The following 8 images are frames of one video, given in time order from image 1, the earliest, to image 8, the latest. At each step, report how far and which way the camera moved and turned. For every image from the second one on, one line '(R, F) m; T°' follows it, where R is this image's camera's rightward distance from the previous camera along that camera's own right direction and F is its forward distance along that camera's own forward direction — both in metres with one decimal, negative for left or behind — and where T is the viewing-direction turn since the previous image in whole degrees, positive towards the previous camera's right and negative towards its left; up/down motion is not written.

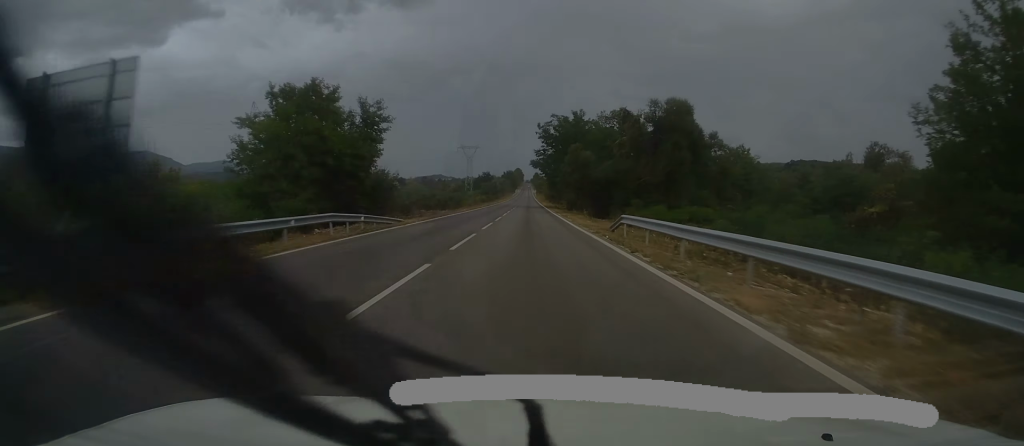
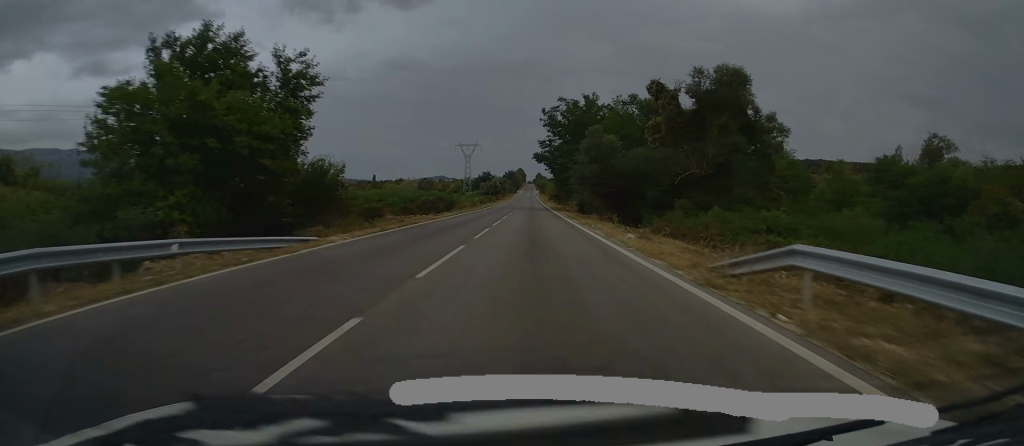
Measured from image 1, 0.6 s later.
(0.0, +13.8) m; 0°
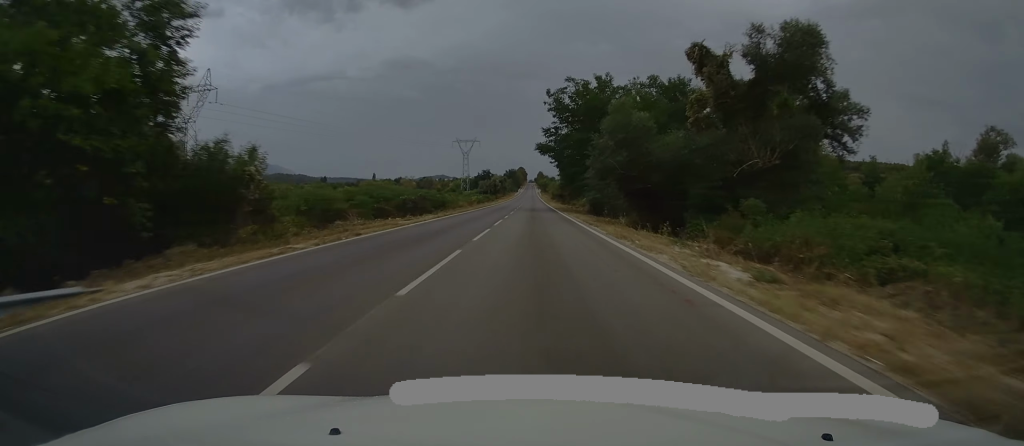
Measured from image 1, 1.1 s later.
(0.0, +10.8) m; 0°
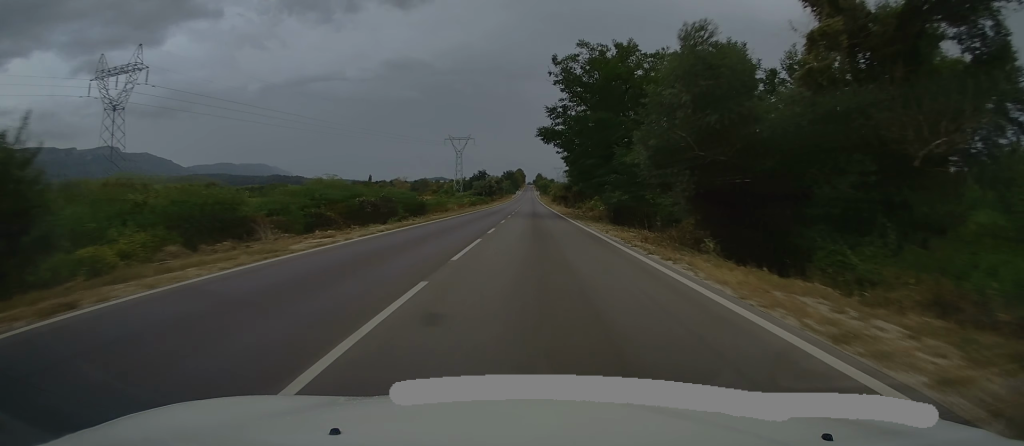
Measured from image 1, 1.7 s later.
(0.0, +13.9) m; 0°
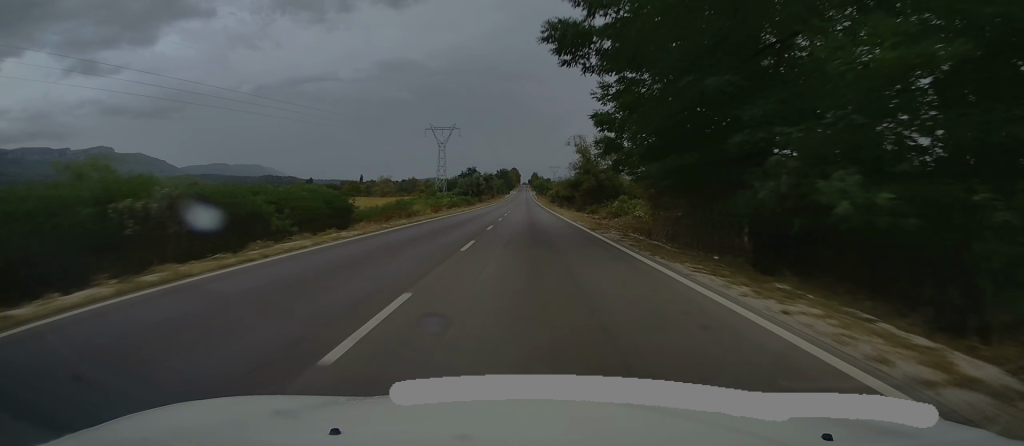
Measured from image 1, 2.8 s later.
(0.0, +25.6) m; 0°
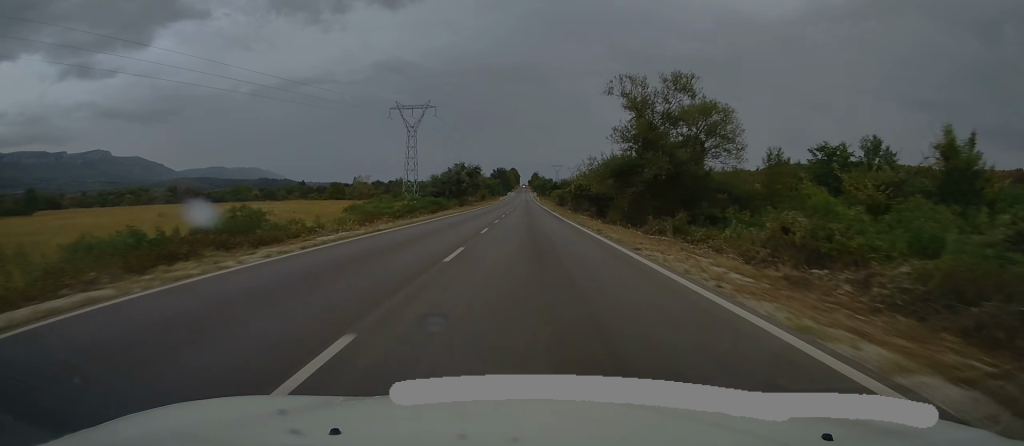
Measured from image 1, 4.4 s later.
(+0.2, +38.4) m; 0°
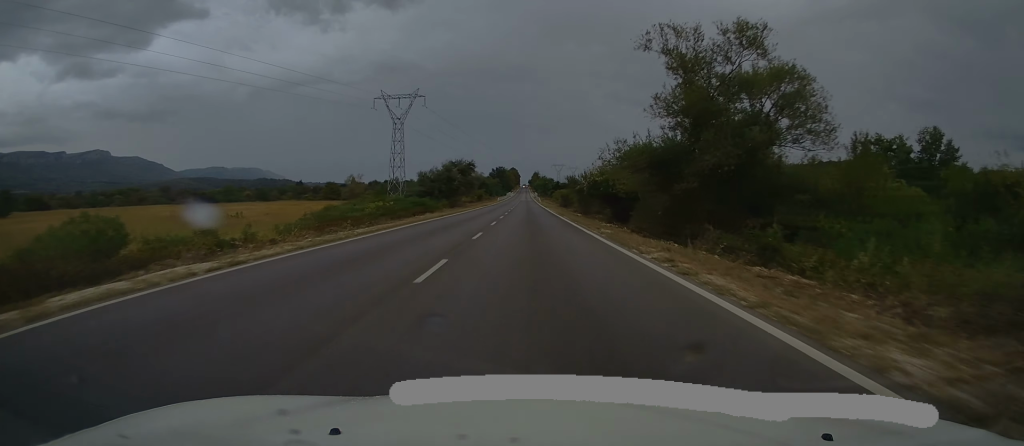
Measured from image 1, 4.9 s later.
(-0.1, +11.8) m; 0°
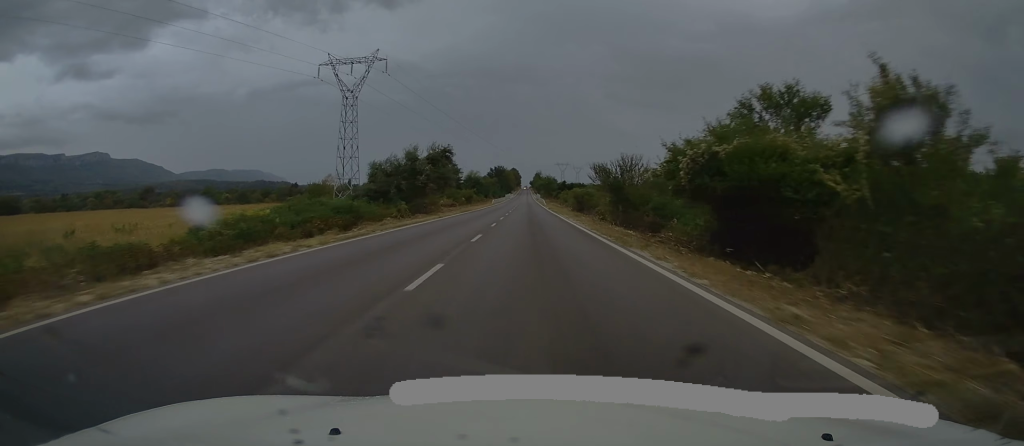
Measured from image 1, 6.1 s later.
(+0.1, +27.7) m; 0°
